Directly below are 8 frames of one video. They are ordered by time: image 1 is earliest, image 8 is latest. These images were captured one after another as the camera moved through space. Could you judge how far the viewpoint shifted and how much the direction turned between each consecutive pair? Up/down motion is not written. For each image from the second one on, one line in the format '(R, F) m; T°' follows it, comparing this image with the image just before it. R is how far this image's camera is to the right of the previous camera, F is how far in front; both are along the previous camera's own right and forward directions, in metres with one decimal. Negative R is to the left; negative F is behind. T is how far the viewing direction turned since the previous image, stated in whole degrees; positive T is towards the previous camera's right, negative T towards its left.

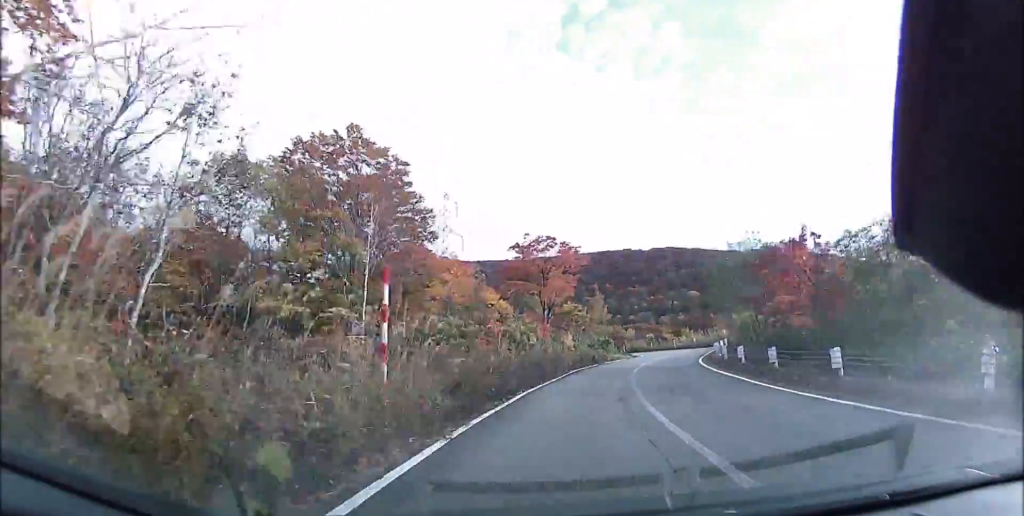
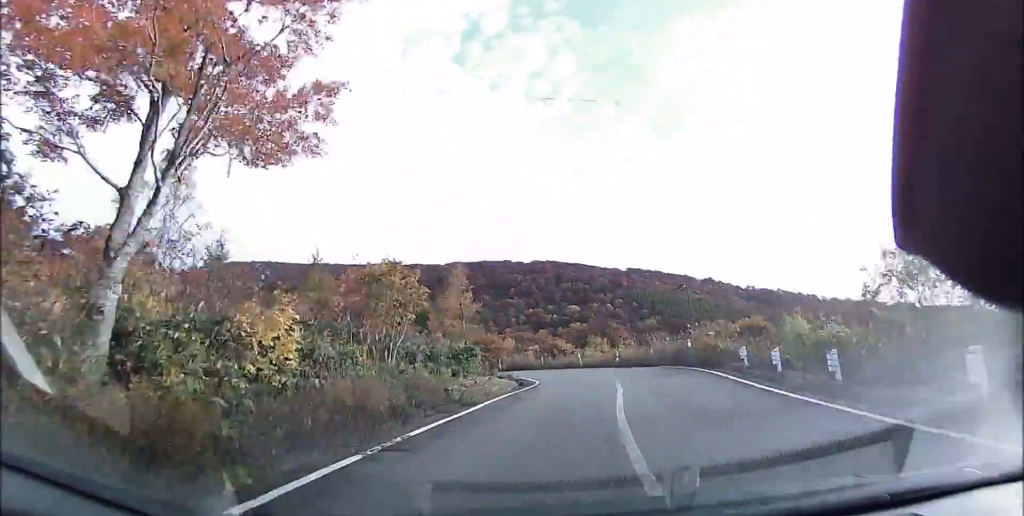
(+3.1, +26.3) m; +11°
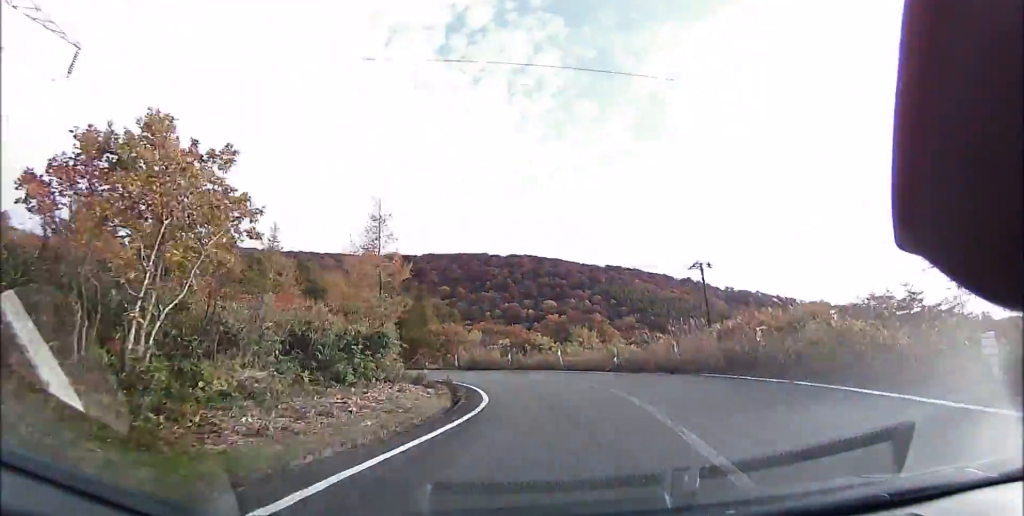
(+0.7, +12.0) m; +1°
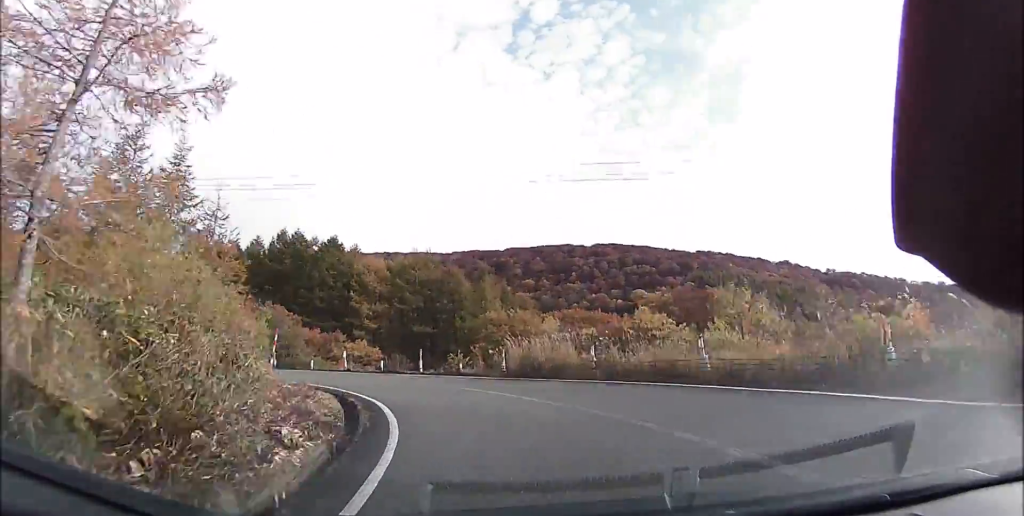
(+0.3, +17.2) m; -7°
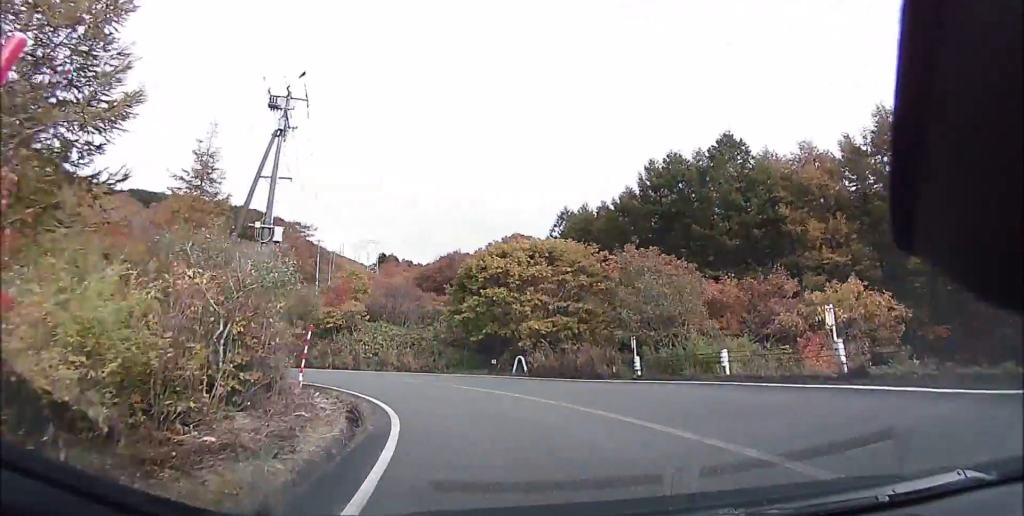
(-6.8, +25.8) m; -45°
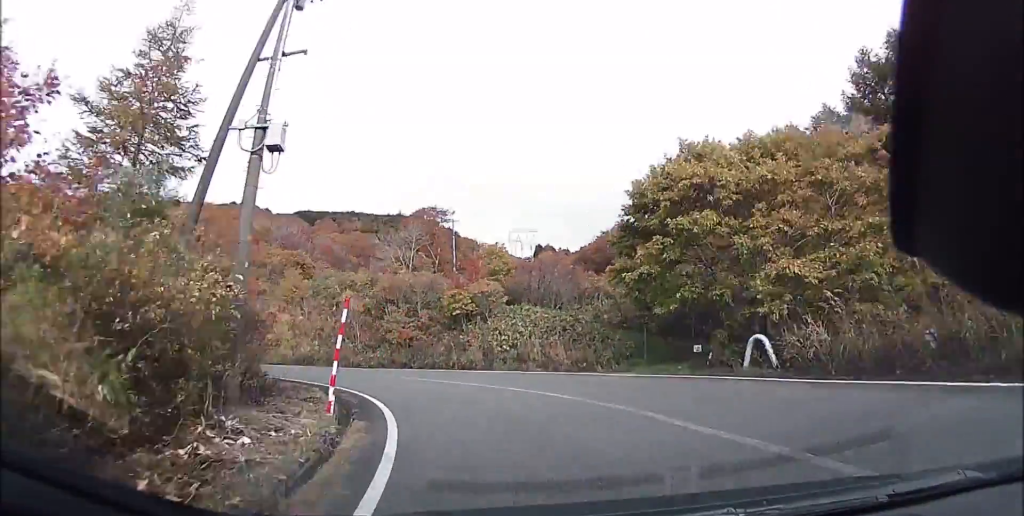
(-3.0, +9.2) m; -24°
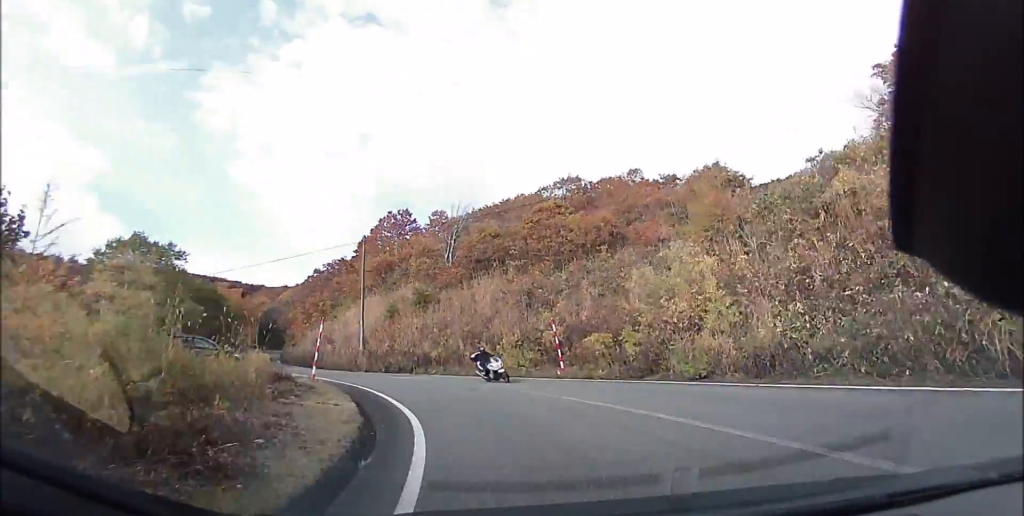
(-10.1, +19.0) m; -58°
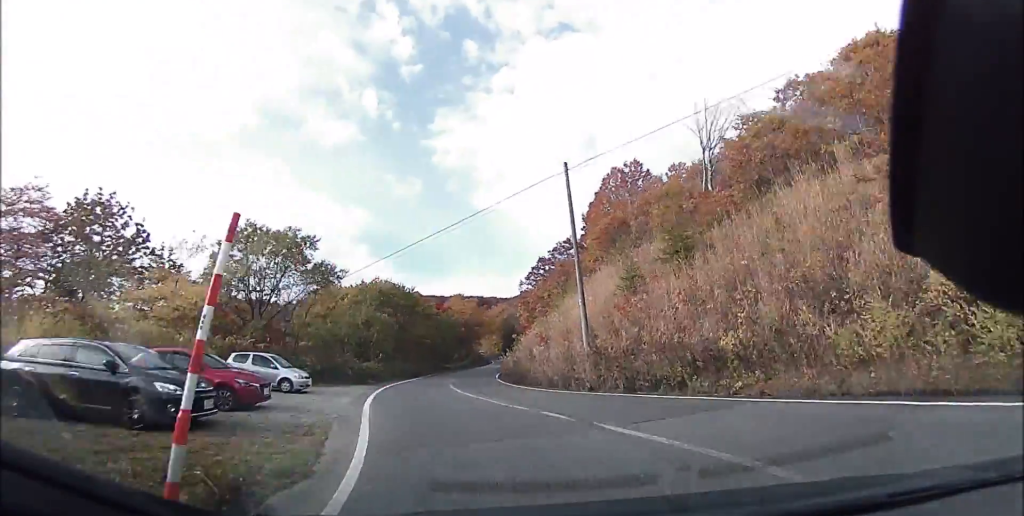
(-4.6, +14.1) m; -28°
